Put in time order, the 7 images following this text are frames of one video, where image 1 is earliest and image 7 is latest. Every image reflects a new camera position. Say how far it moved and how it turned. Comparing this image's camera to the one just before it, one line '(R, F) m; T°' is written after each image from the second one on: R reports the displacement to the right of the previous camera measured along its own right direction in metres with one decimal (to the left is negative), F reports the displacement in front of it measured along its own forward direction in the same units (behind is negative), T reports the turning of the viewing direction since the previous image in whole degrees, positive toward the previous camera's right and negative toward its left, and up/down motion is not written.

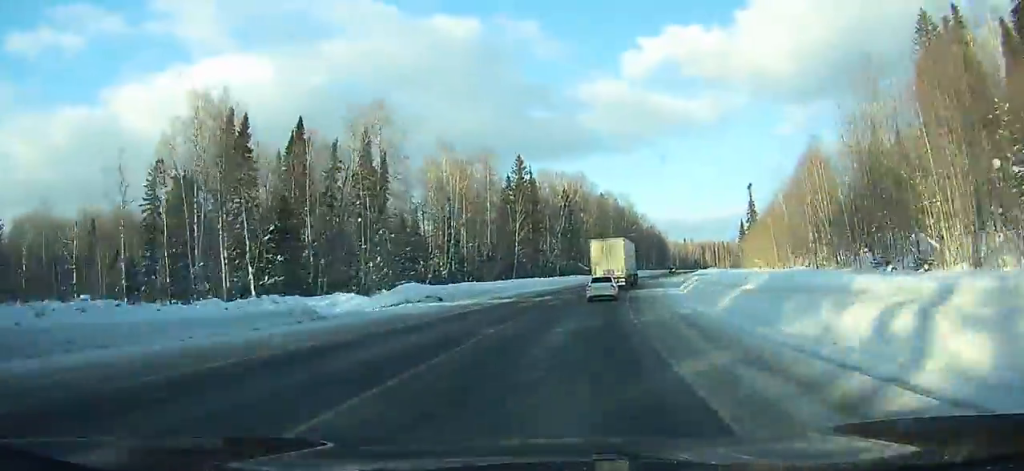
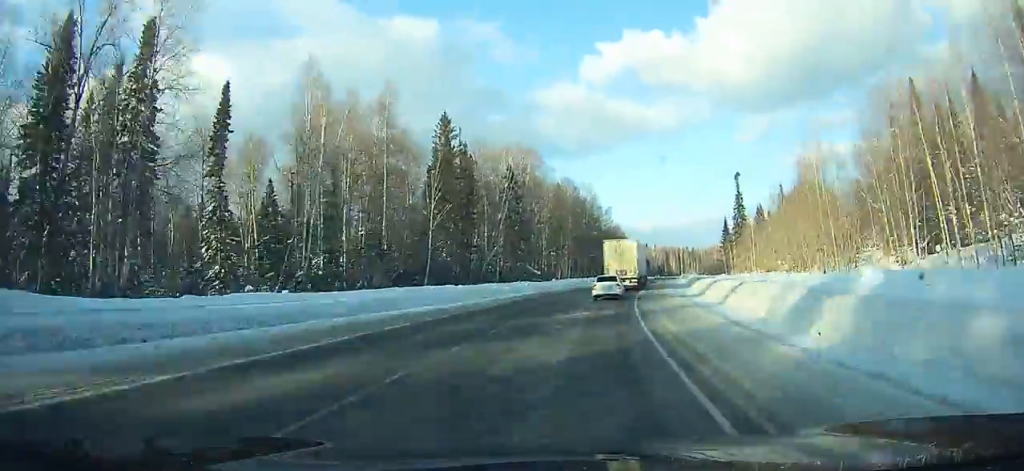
(+5.2, +23.4) m; 0°
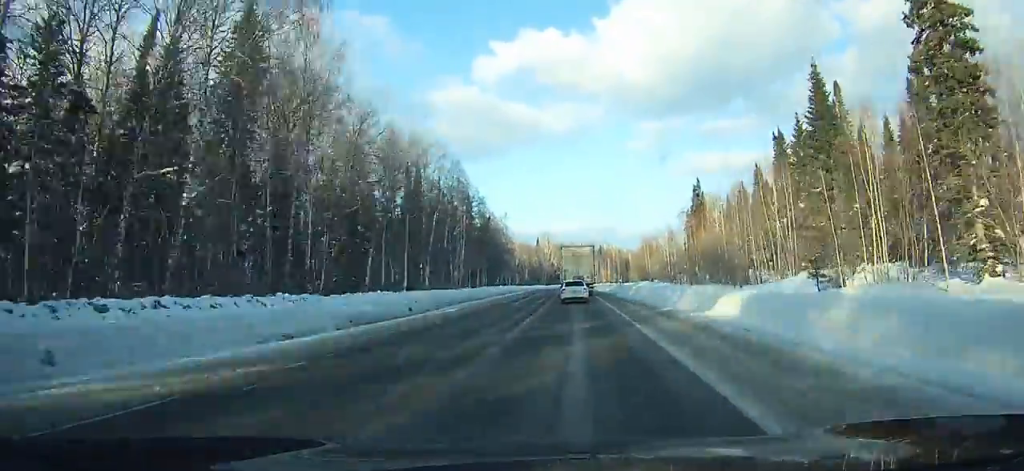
(-4.3, +125.3) m; +6°
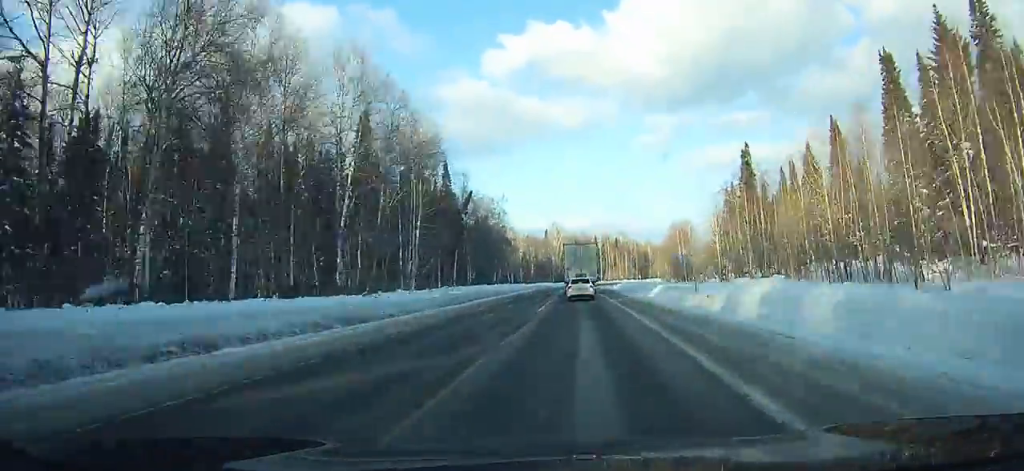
(+0.7, +33.2) m; +1°
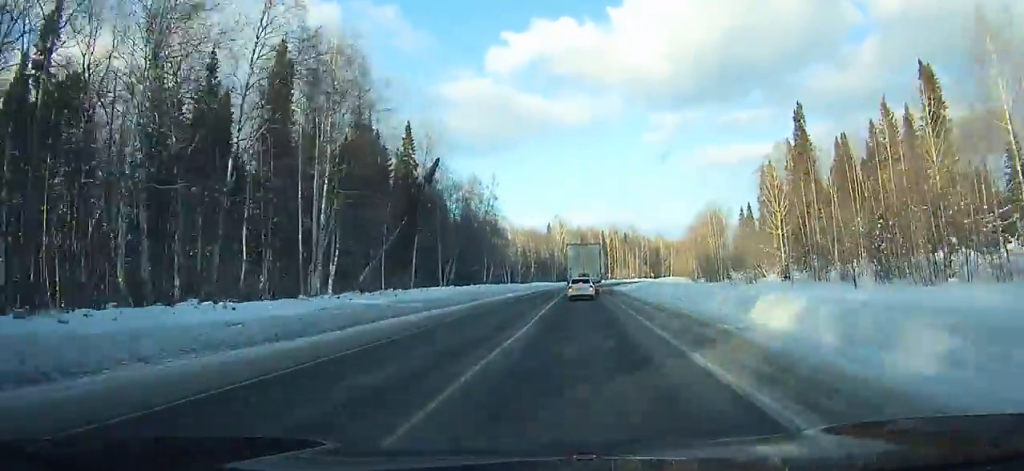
(+0.2, +26.8) m; 0°
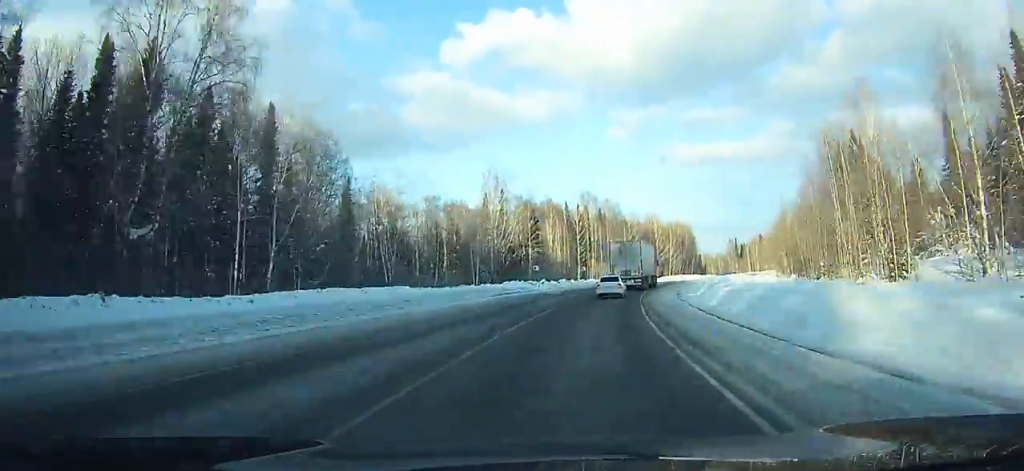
(+2.6, +91.6) m; +6°
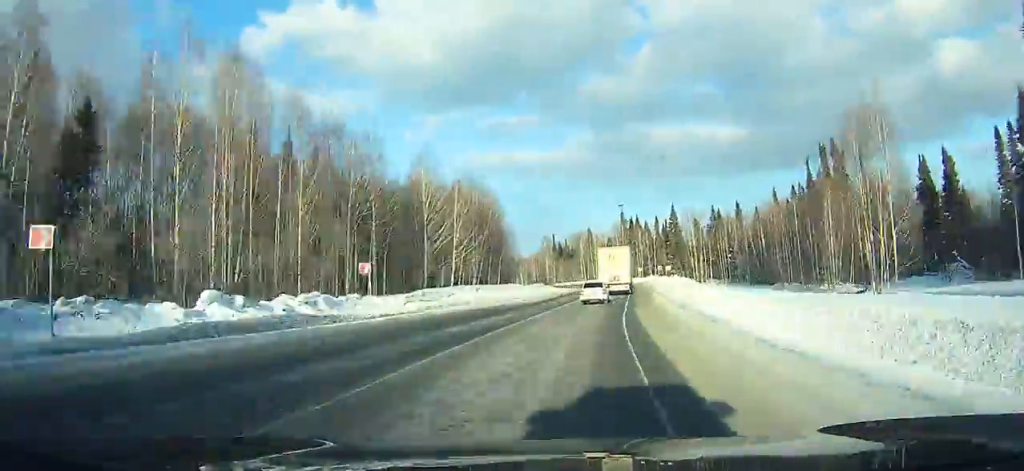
(+10.6, +94.9) m; +14°
